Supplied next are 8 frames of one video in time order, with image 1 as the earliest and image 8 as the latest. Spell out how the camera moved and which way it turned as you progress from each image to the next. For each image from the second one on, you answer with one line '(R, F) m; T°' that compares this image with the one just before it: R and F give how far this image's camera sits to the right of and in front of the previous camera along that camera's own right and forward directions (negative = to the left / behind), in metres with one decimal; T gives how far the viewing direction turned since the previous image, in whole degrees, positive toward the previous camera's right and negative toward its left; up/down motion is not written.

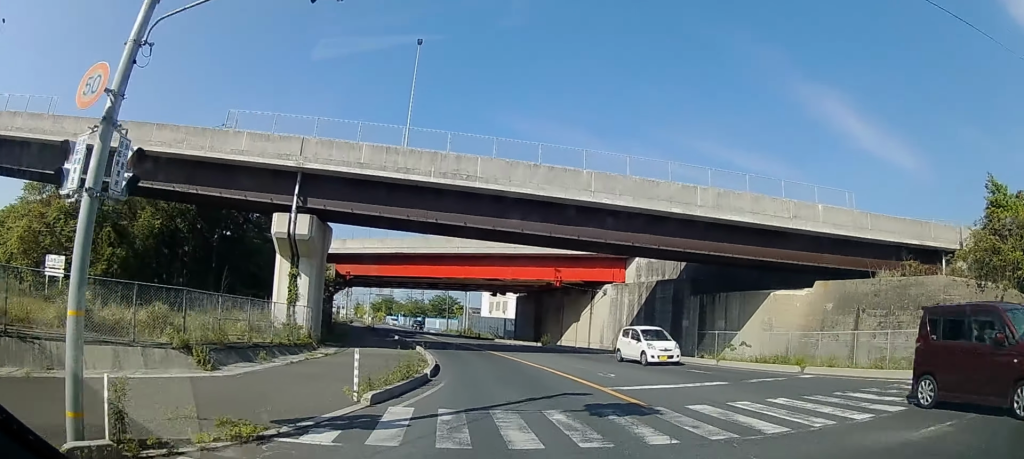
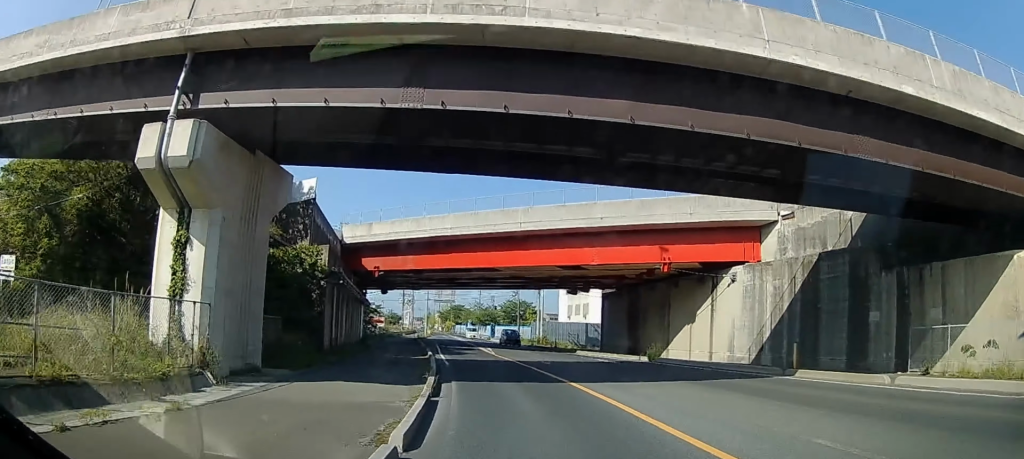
(-0.7, +11.3) m; -6°
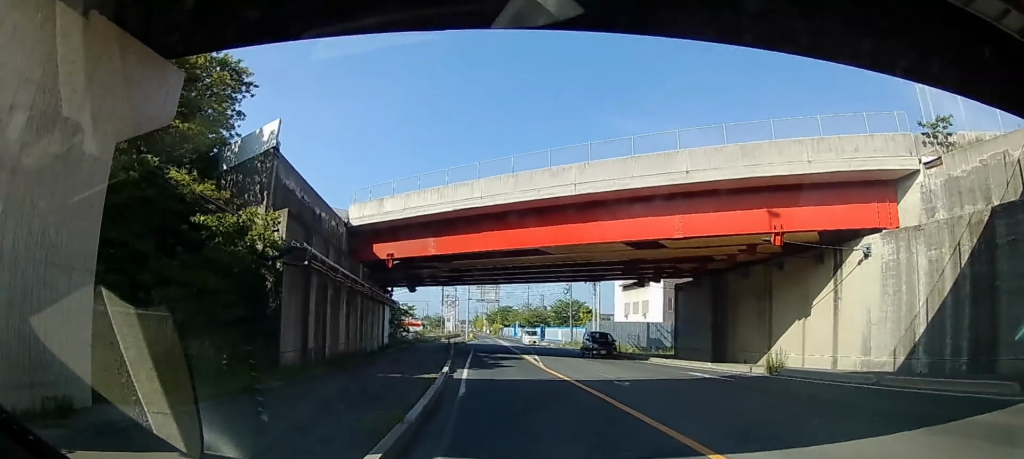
(-0.2, +8.0) m; -4°
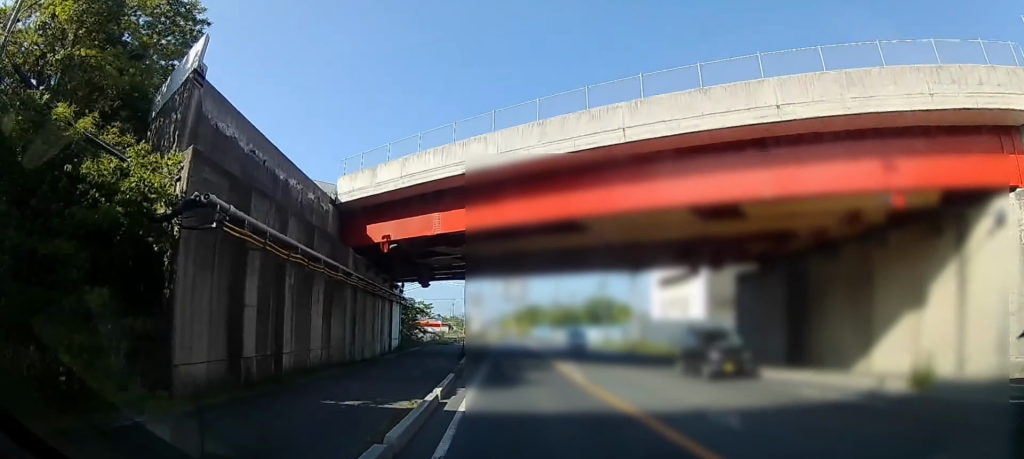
(-0.3, +6.3) m; -3°
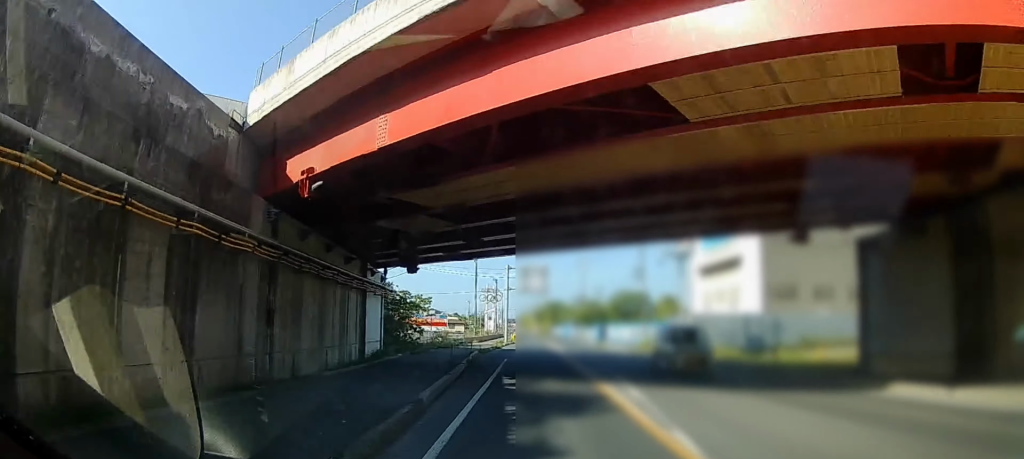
(-0.1, +9.6) m; -5°
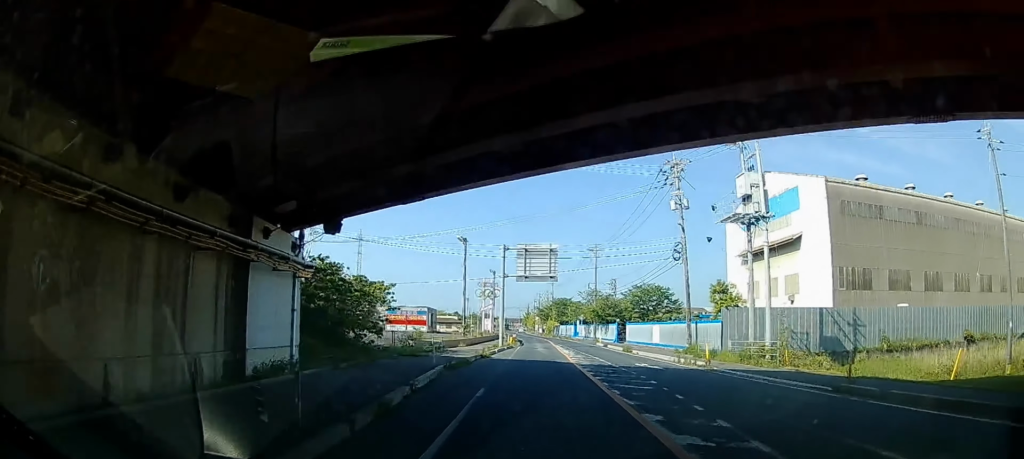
(-1.0, +11.9) m; -7°
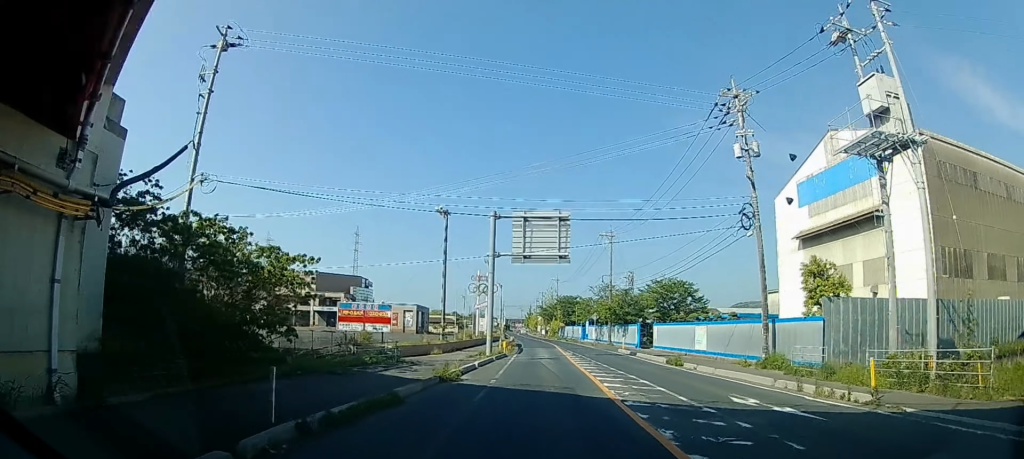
(-0.3, +12.2) m; -1°
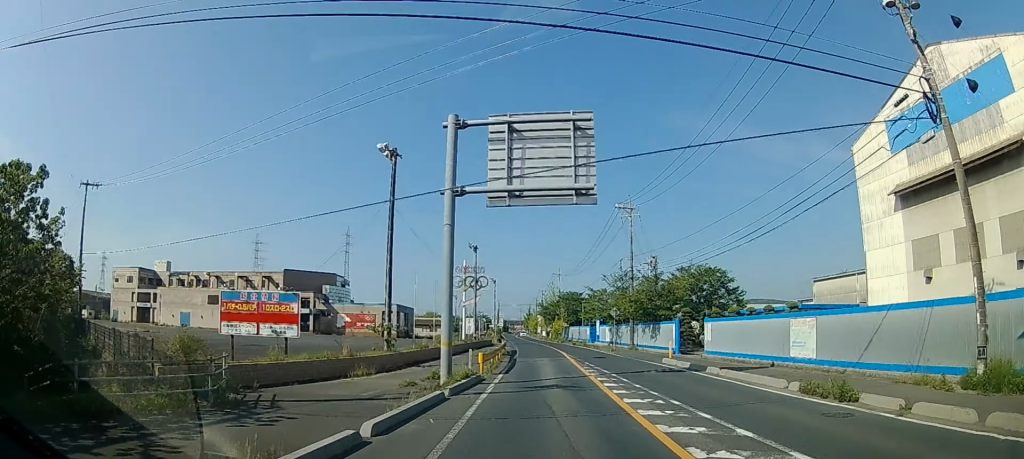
(+0.3, +14.2) m; +2°
